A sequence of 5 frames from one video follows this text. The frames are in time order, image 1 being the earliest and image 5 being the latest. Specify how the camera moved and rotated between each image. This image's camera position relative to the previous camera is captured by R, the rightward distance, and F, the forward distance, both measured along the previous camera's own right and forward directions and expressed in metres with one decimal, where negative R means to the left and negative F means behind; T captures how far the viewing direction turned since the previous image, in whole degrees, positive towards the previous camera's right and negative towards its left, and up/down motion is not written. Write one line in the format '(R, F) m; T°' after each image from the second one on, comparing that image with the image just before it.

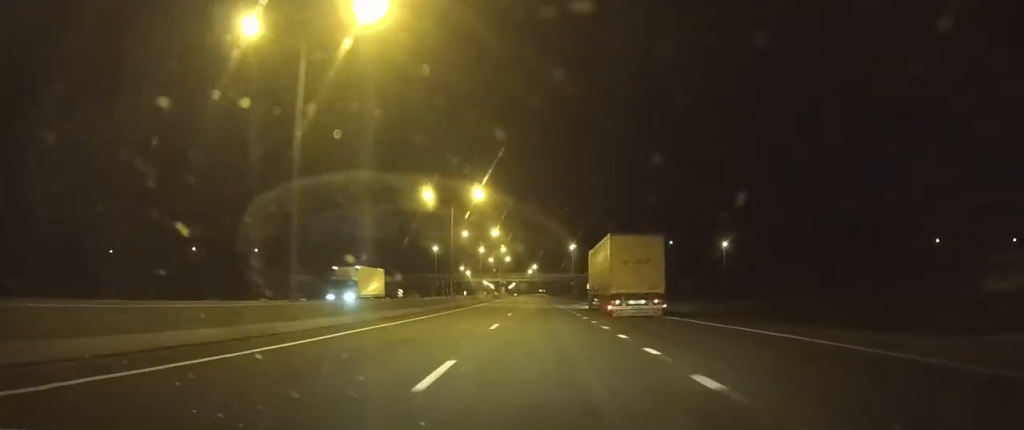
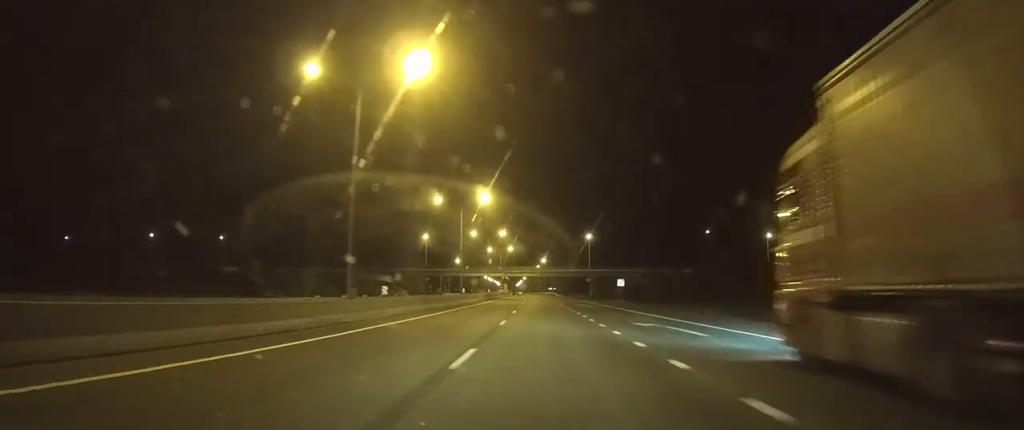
(-0.1, +30.6) m; -1°
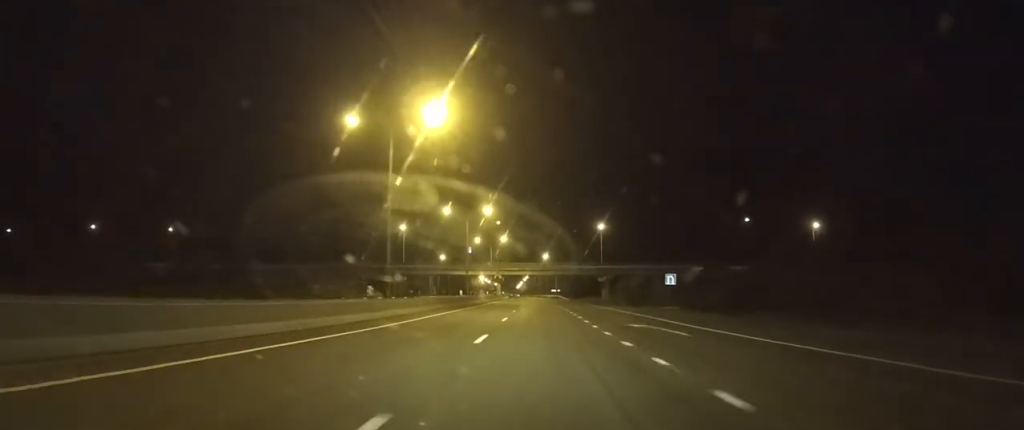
(-0.2, +25.4) m; -1°
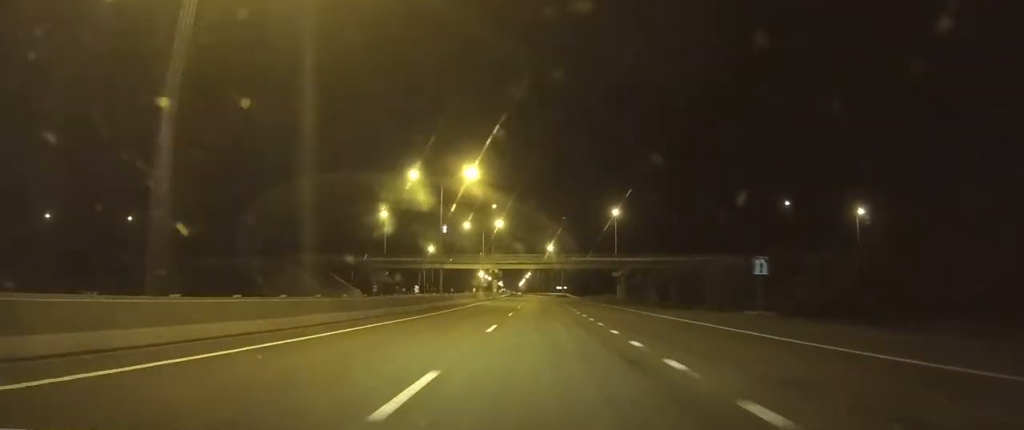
(0.0, +18.2) m; 0°
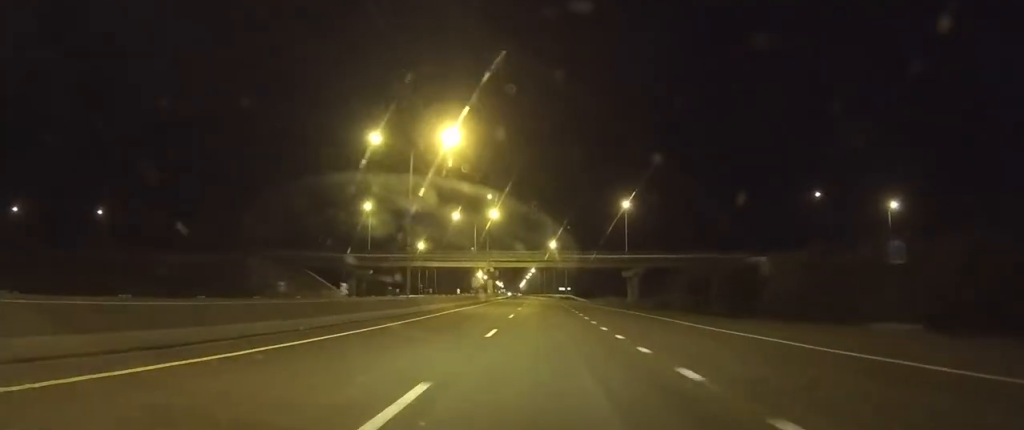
(0.0, +12.0) m; 0°
